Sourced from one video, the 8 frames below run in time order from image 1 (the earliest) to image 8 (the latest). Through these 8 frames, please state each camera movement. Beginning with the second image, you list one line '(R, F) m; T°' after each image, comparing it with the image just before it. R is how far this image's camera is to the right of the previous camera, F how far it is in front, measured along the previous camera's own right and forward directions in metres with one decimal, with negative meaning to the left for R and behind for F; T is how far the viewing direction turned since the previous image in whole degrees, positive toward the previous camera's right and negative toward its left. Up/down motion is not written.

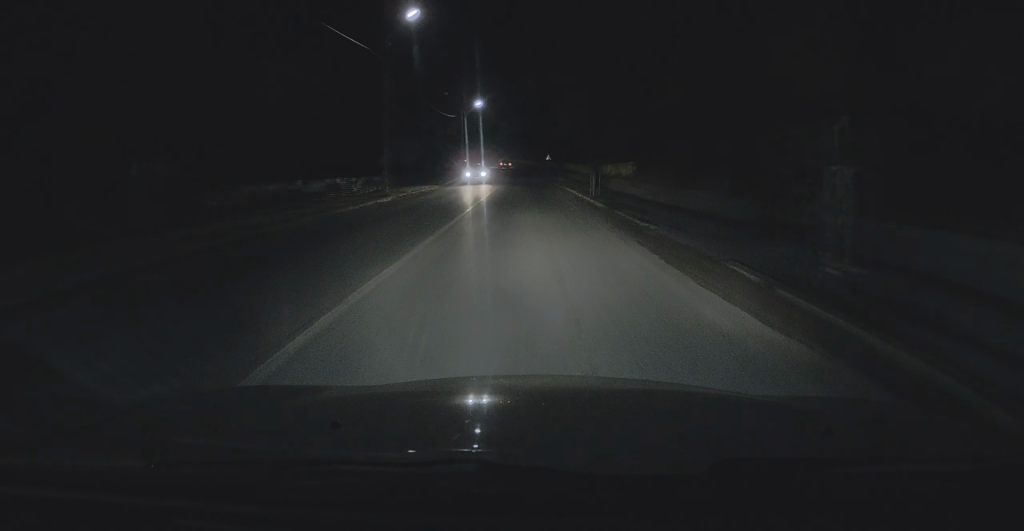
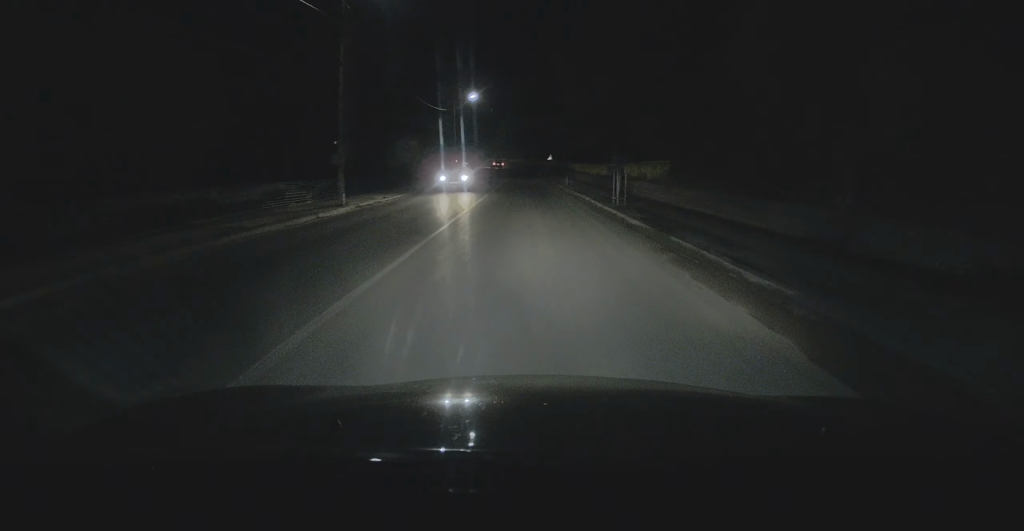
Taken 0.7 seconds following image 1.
(+0.2, +7.7) m; 0°
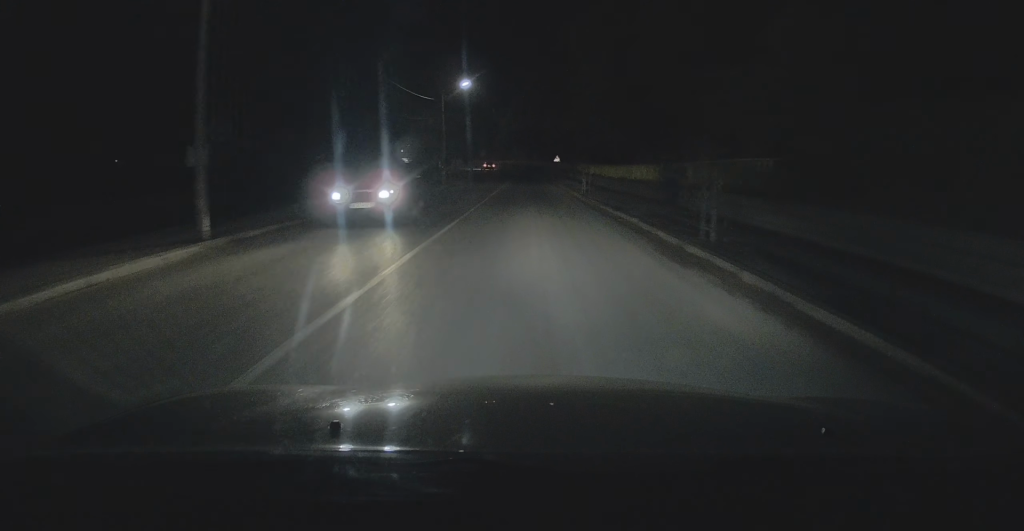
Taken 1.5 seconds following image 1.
(-0.3, +9.9) m; -2°
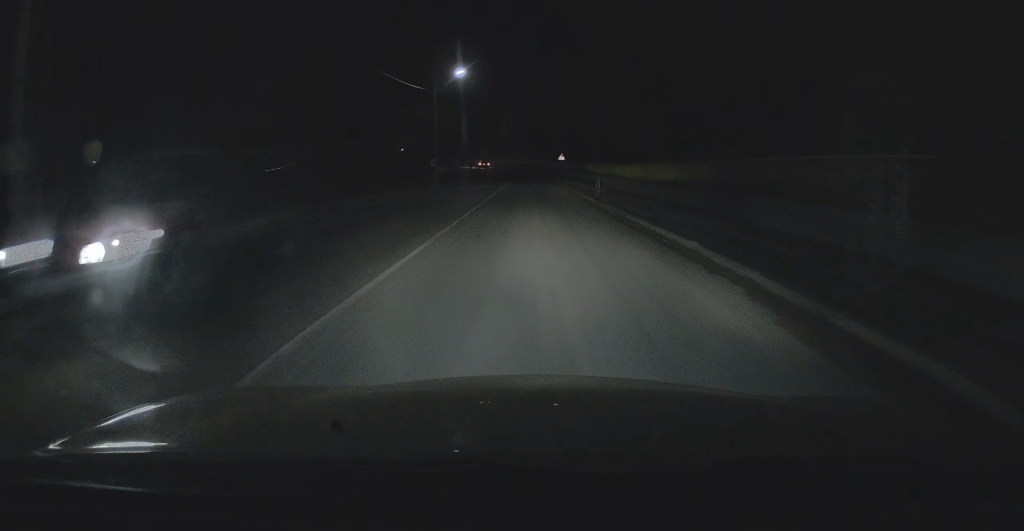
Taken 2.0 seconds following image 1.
(0.0, +5.3) m; 0°
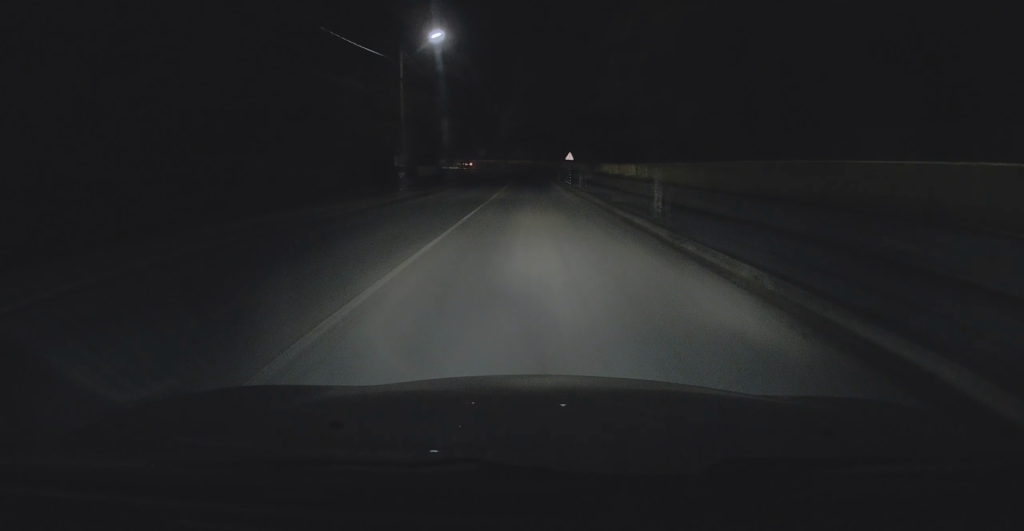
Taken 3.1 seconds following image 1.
(0.0, +12.0) m; 0°
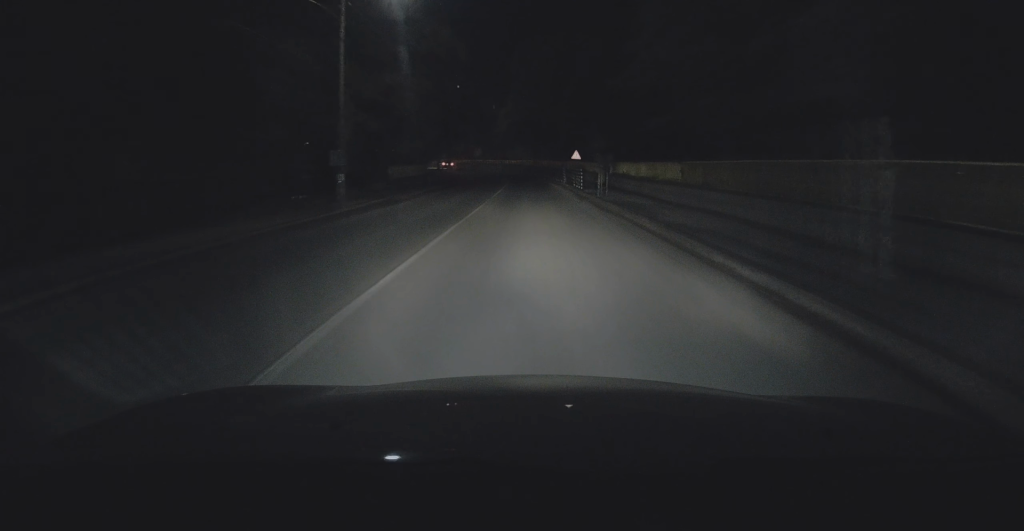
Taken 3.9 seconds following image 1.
(0.0, +9.8) m; +1°
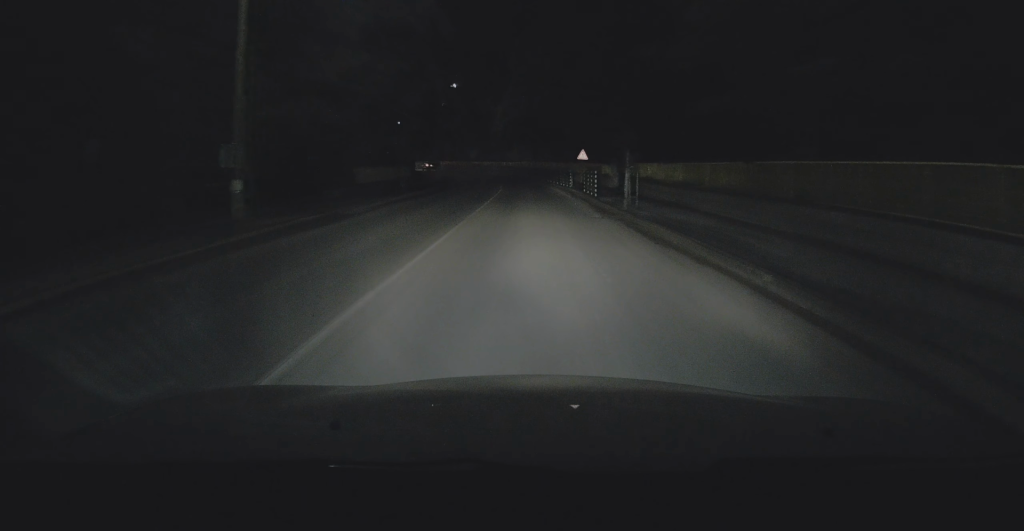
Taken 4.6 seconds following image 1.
(0.0, +7.9) m; +1°
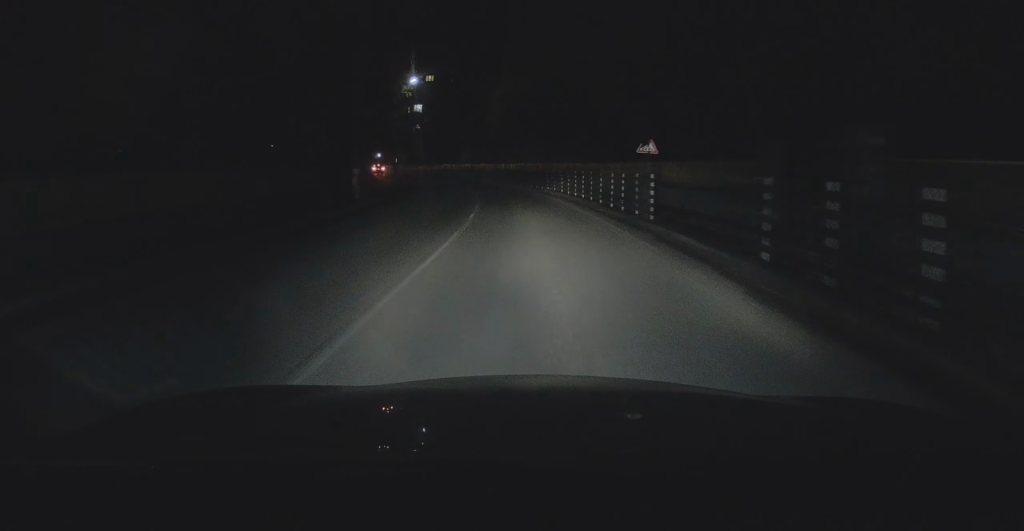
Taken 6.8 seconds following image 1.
(-0.2, +24.9) m; -3°
